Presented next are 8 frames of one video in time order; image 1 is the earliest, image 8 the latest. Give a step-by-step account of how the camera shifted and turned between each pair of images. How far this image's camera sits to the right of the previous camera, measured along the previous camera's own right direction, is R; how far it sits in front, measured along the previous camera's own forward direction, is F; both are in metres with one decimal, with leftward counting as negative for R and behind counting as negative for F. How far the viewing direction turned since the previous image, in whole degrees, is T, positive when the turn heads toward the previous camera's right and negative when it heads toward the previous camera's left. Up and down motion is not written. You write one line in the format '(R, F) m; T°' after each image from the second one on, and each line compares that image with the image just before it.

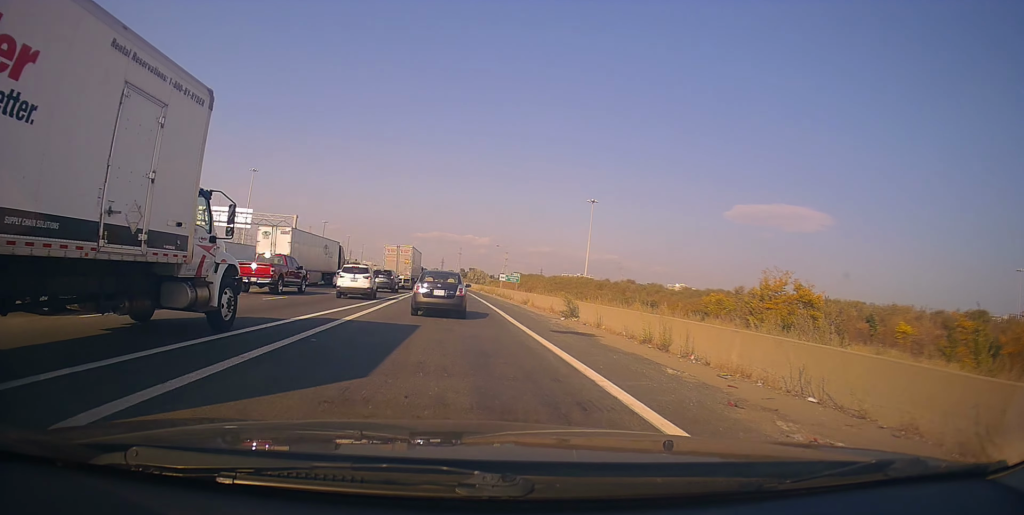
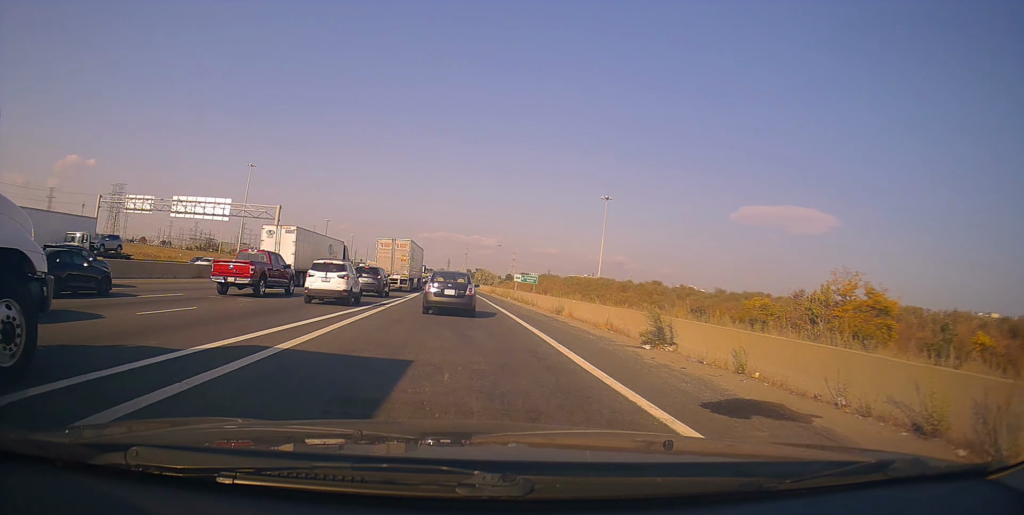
(+0.1, +9.9) m; -2°
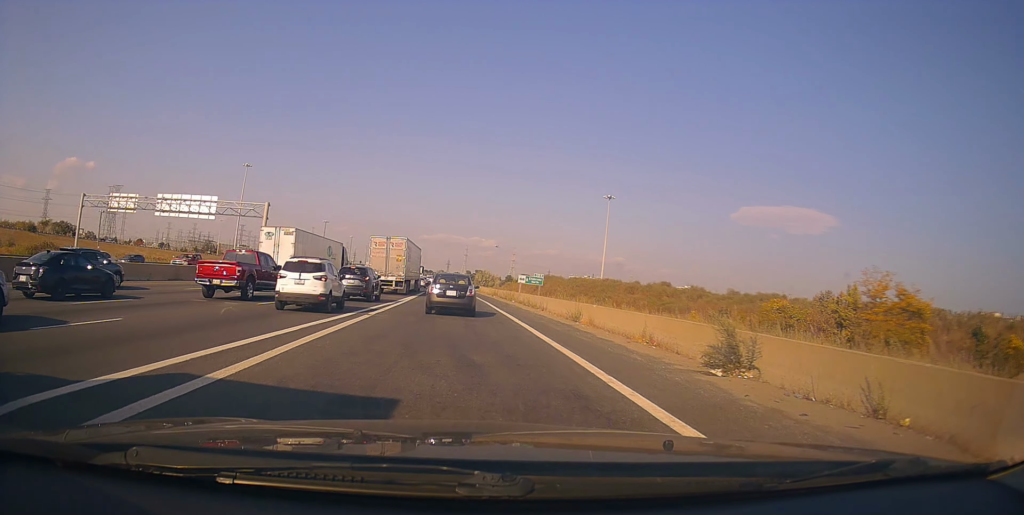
(-0.1, +4.1) m; -1°
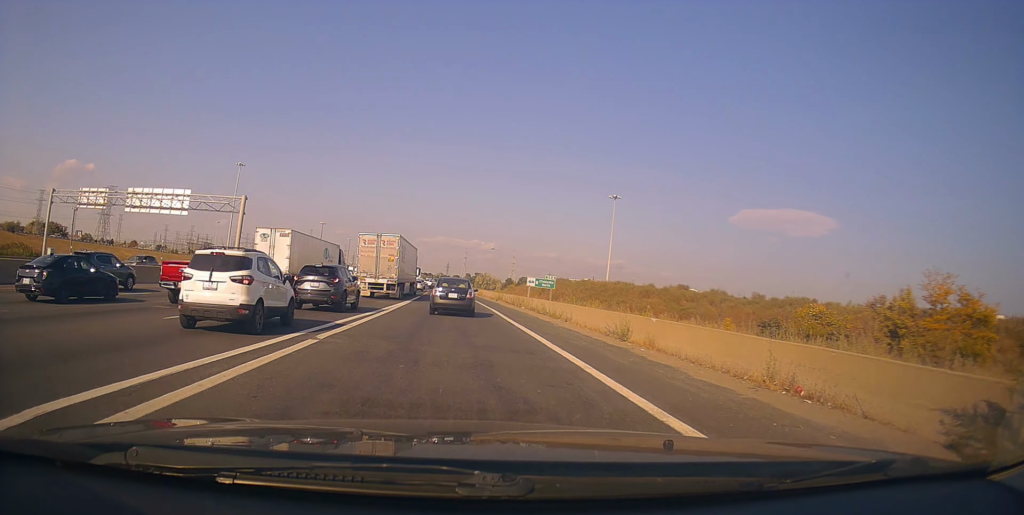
(+0.1, +6.9) m; +1°
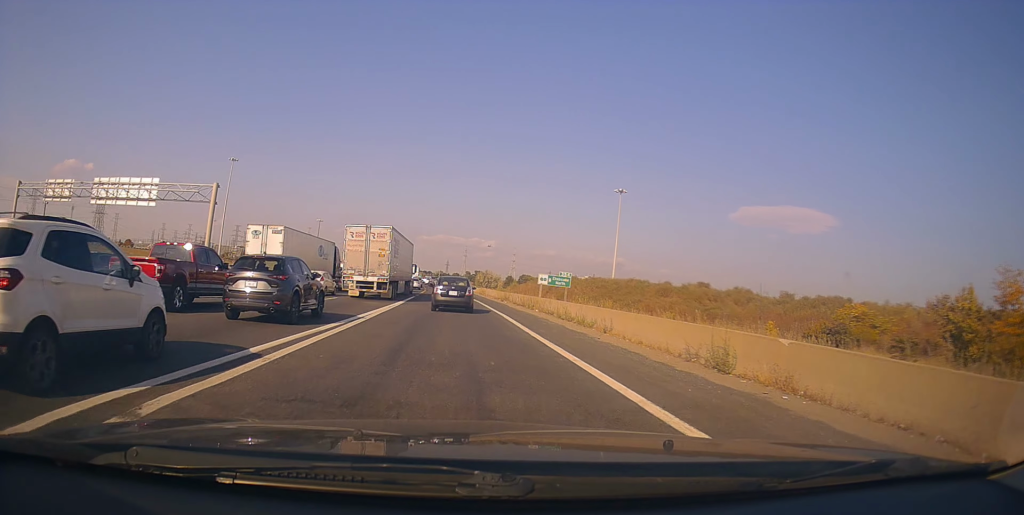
(0.0, +6.6) m; 0°
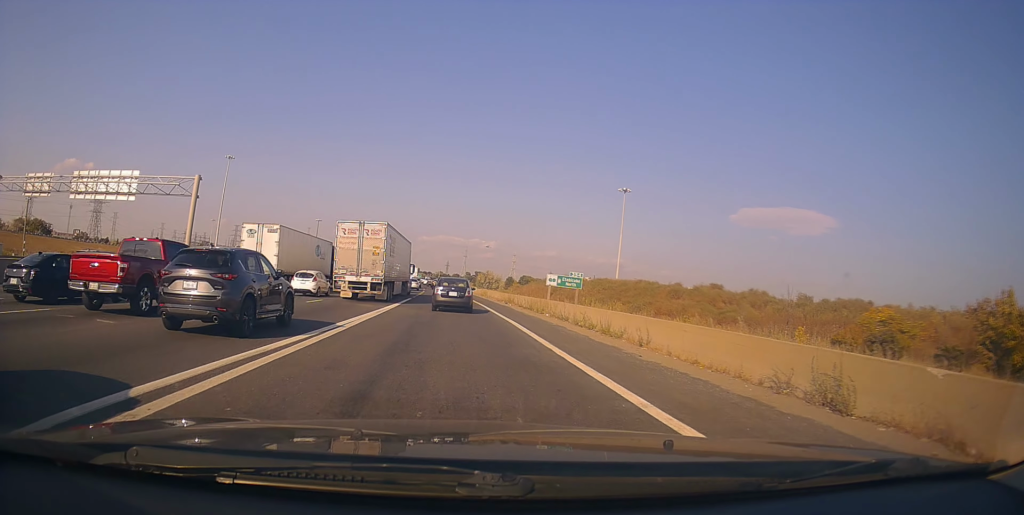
(-0.1, +3.7) m; 0°
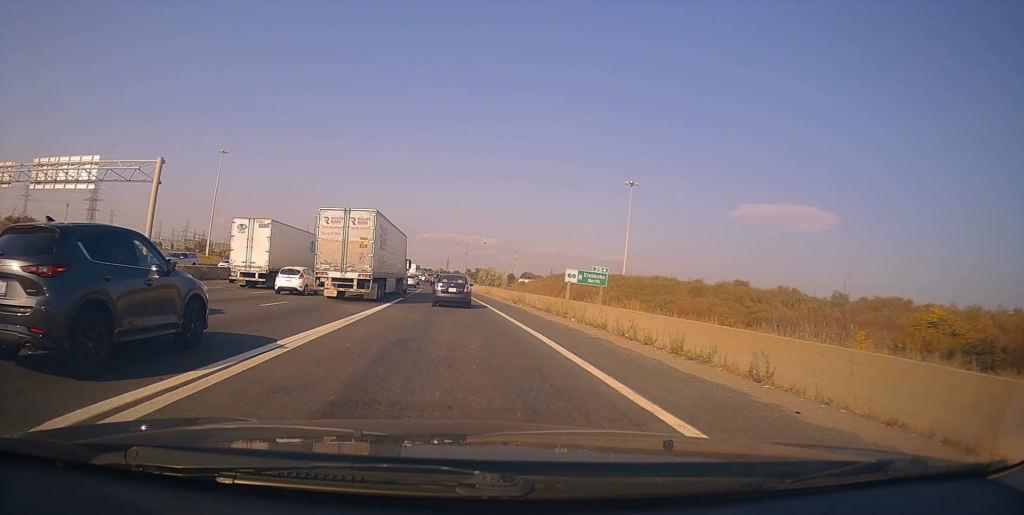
(+0.1, +6.3) m; +1°
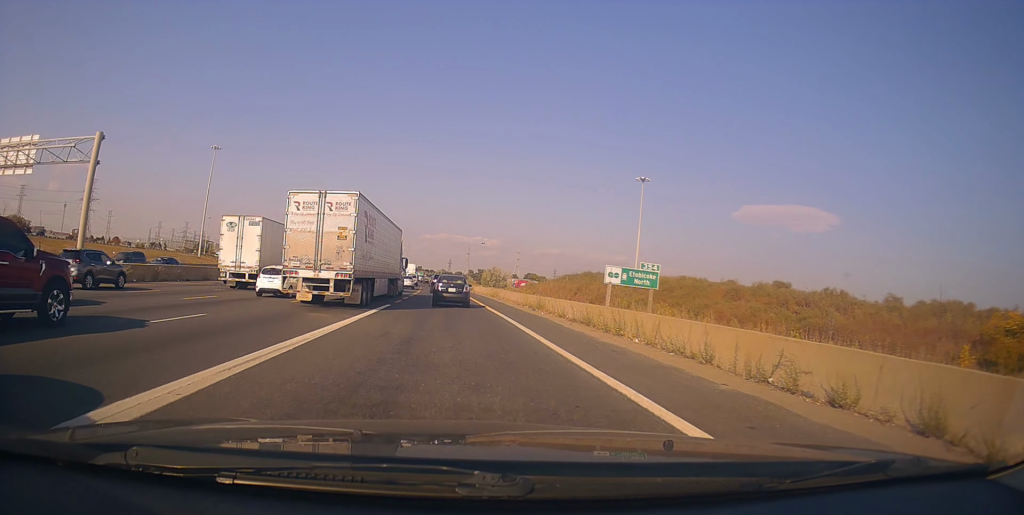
(0.0, +8.0) m; +2°
